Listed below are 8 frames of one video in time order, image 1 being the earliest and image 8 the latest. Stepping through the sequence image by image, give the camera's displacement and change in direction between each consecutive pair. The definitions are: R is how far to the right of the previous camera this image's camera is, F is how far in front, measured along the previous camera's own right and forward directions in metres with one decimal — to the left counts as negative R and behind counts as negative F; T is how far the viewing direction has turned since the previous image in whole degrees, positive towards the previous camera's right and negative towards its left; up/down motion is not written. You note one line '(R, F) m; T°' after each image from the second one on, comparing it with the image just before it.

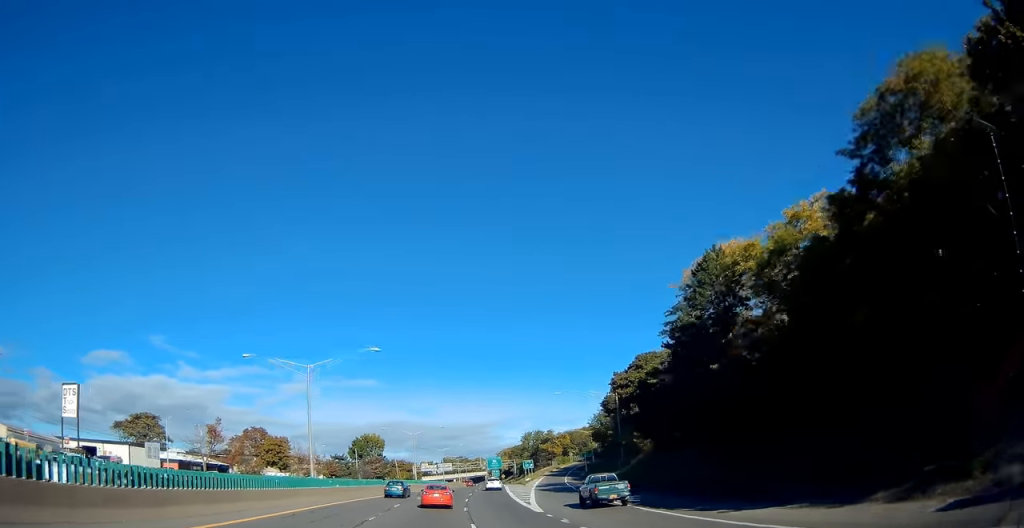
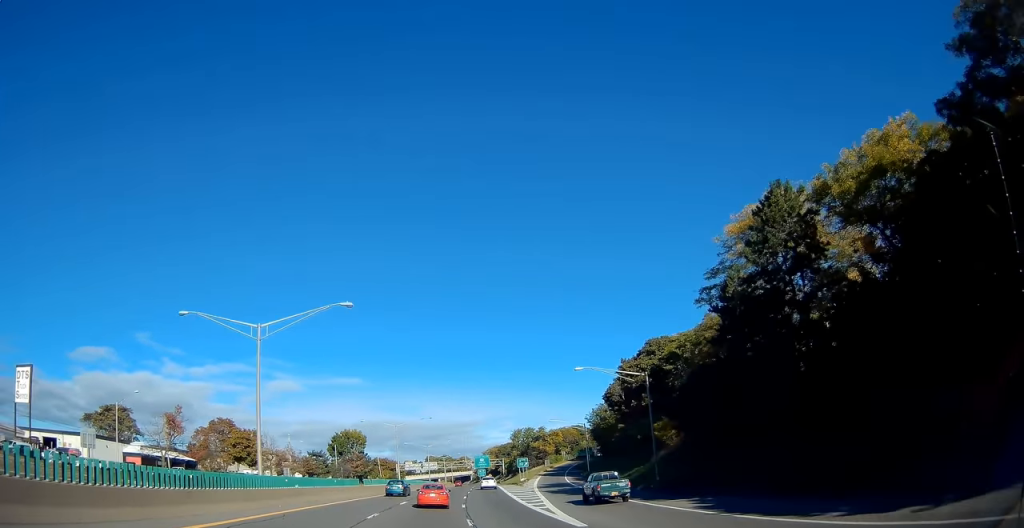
(-0.1, +10.3) m; +1°
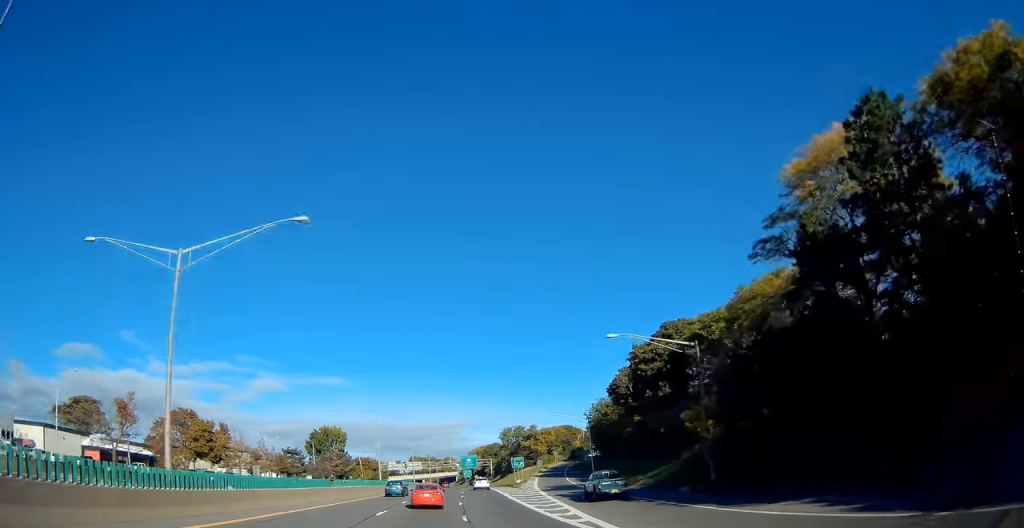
(0.0, +10.2) m; +1°
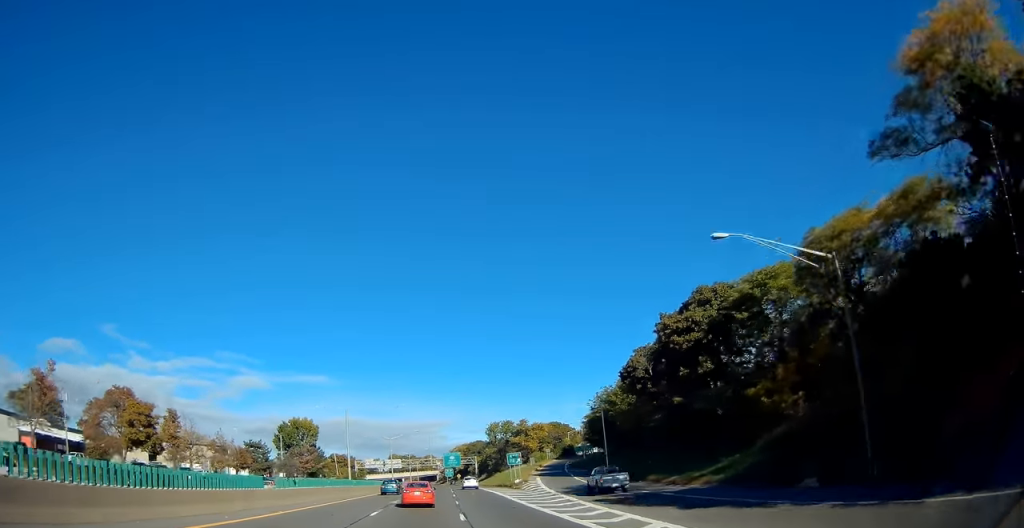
(+0.3, +14.0) m; +2°
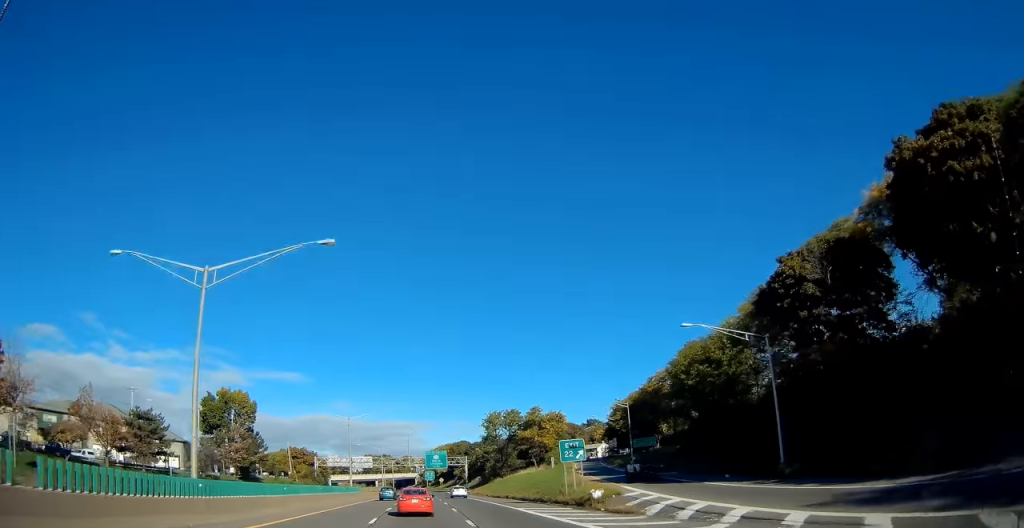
(+1.6, +37.0) m; +4°
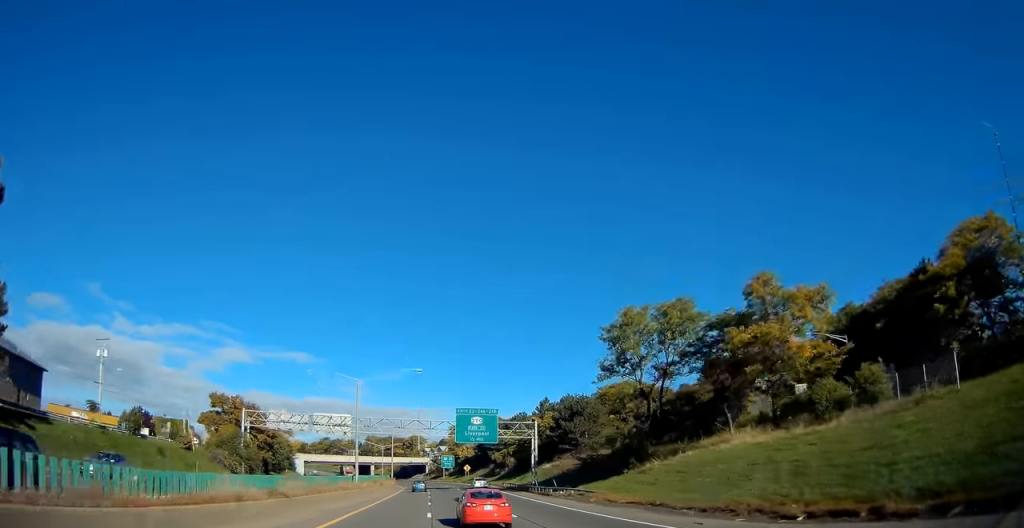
(+1.0, +68.0) m; 0°
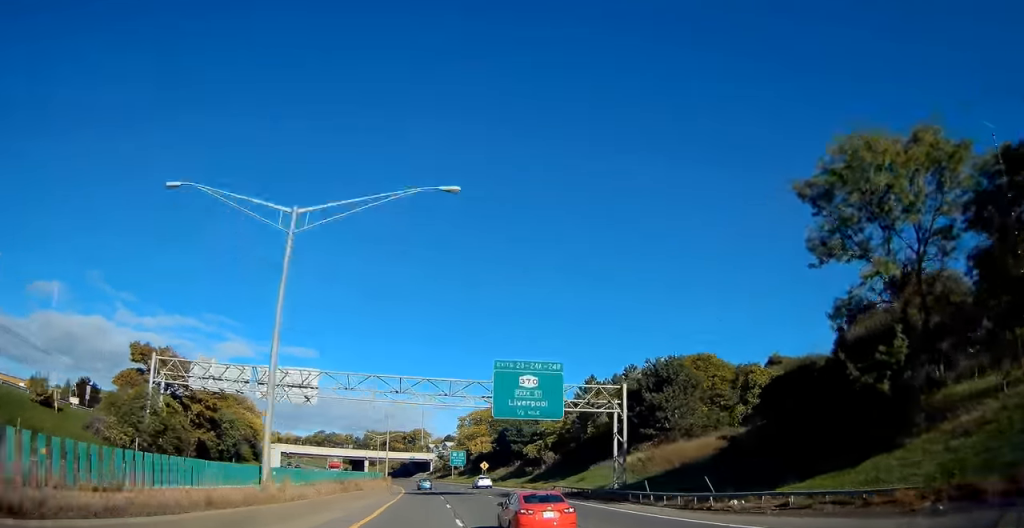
(-0.3, +28.3) m; 0°
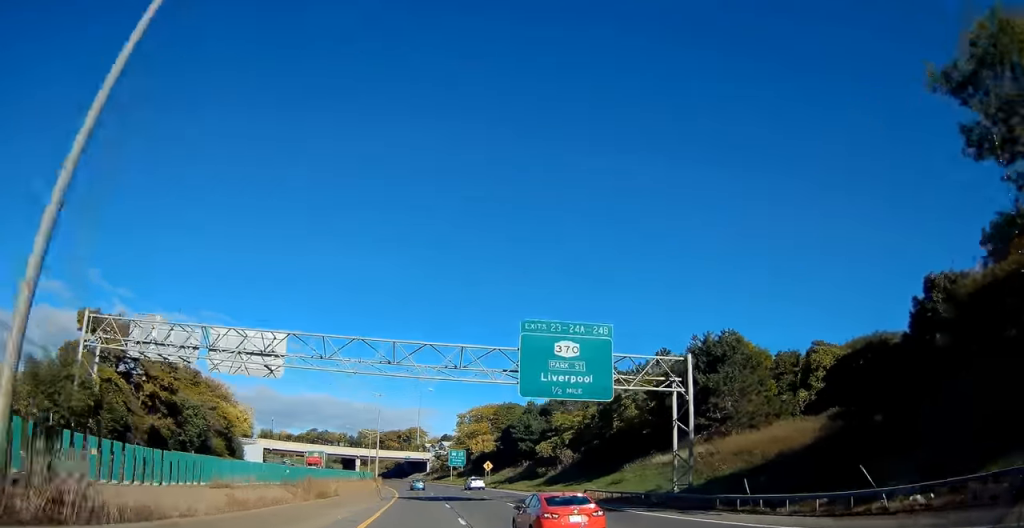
(0.0, +11.3) m; 0°
